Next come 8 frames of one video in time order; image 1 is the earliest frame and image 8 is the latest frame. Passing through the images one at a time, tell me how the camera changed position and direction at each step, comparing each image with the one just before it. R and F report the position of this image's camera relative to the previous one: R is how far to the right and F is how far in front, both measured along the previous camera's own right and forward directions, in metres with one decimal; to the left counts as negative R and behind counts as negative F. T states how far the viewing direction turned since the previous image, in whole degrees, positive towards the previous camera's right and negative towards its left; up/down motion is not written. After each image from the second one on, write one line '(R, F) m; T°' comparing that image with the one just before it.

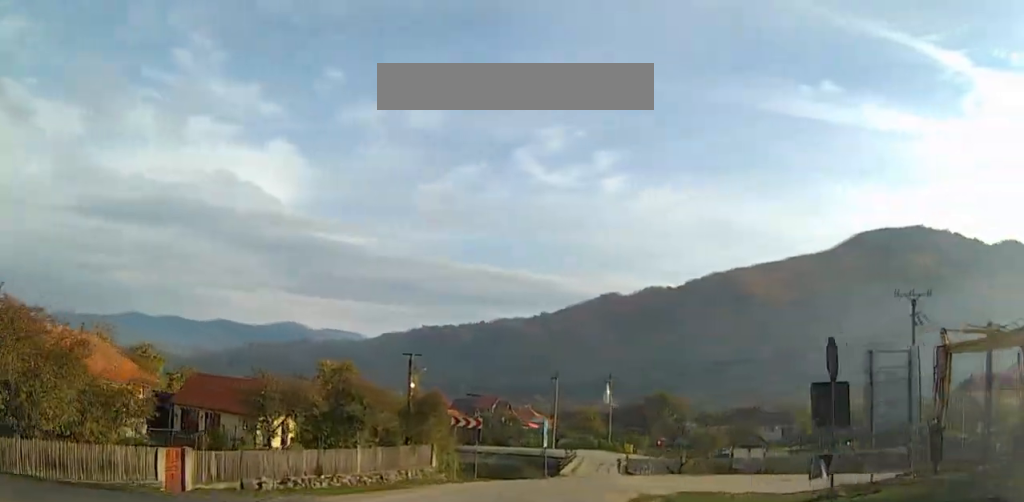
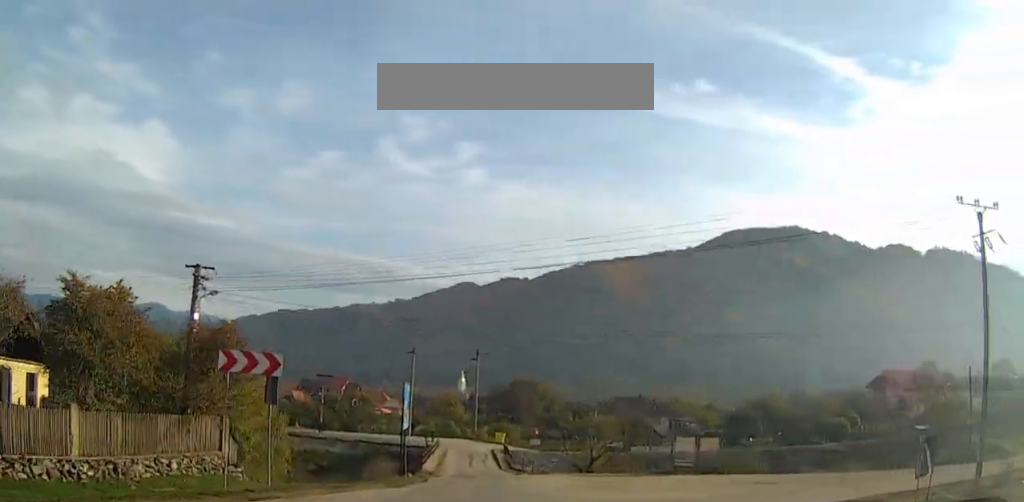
(+0.9, +17.8) m; +7°
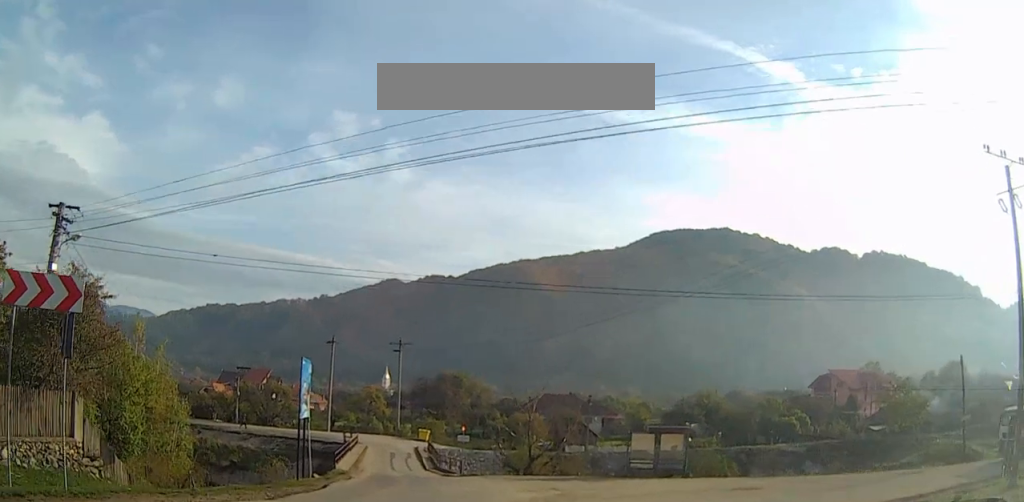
(+0.1, +6.5) m; +7°
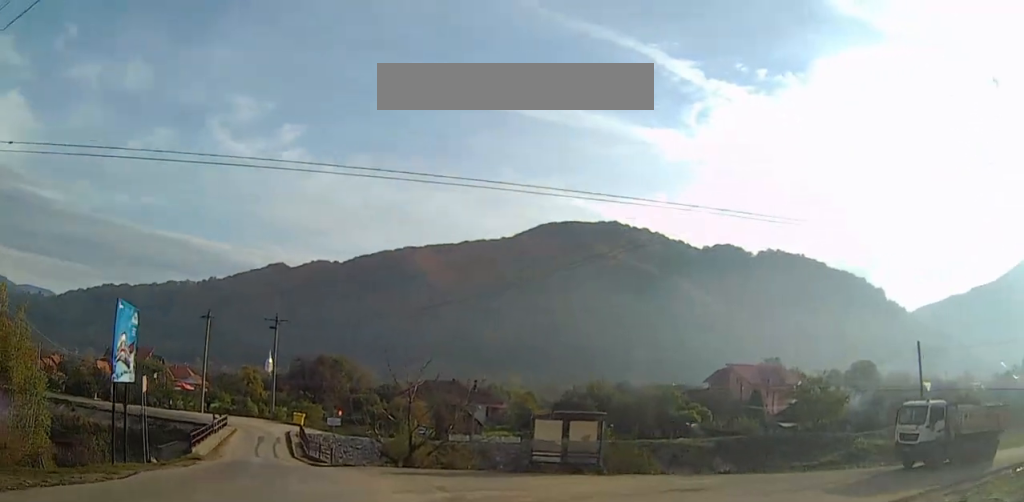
(+0.8, +6.6) m; +8°
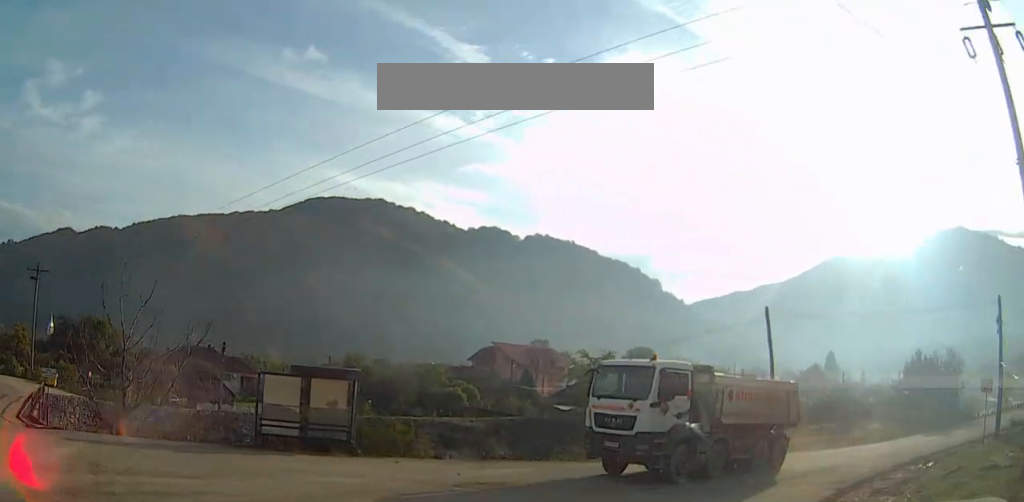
(+0.9, +8.7) m; +20°
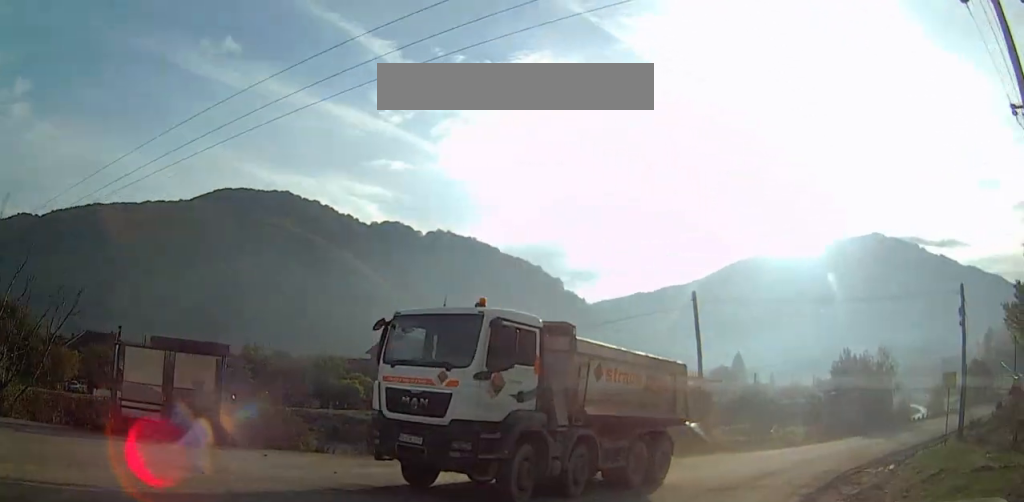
(+0.4, +3.6) m; +14°
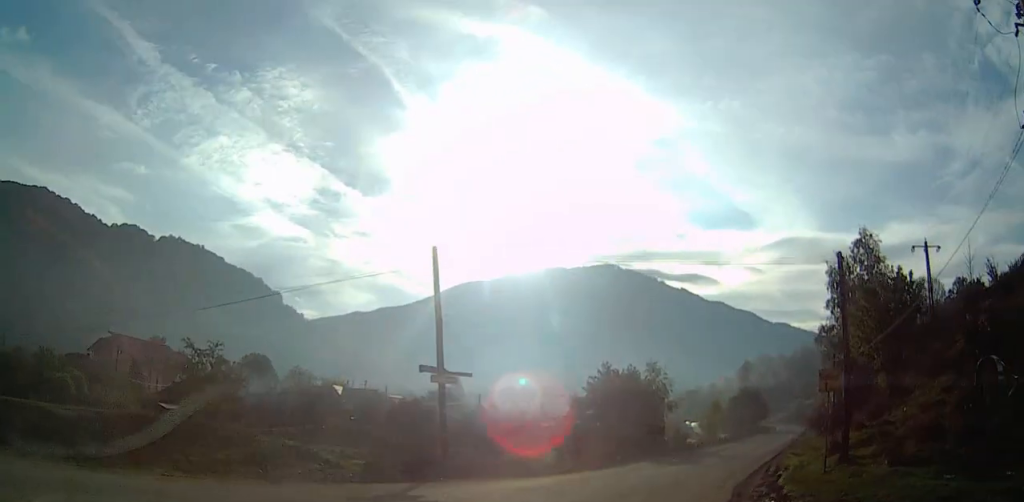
(+2.3, +9.1) m; +20°
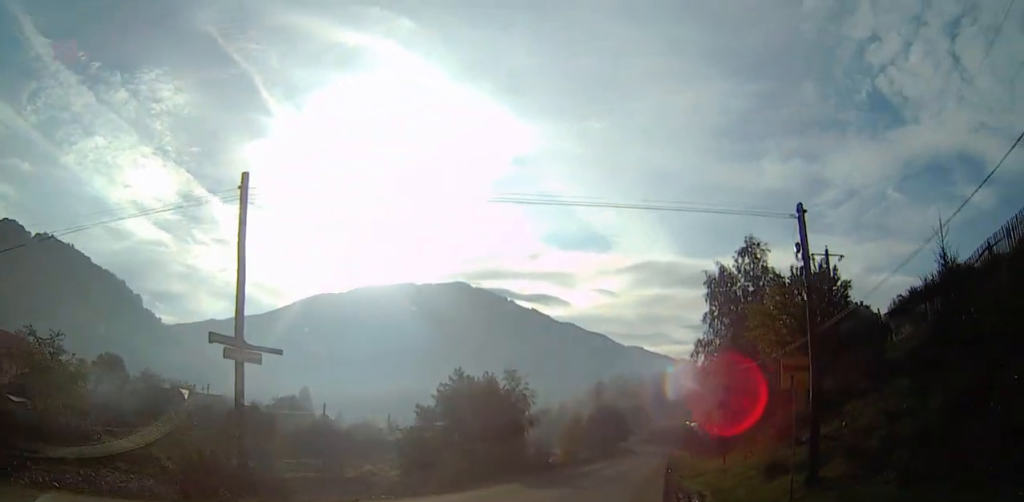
(-0.1, +5.9) m; +8°
